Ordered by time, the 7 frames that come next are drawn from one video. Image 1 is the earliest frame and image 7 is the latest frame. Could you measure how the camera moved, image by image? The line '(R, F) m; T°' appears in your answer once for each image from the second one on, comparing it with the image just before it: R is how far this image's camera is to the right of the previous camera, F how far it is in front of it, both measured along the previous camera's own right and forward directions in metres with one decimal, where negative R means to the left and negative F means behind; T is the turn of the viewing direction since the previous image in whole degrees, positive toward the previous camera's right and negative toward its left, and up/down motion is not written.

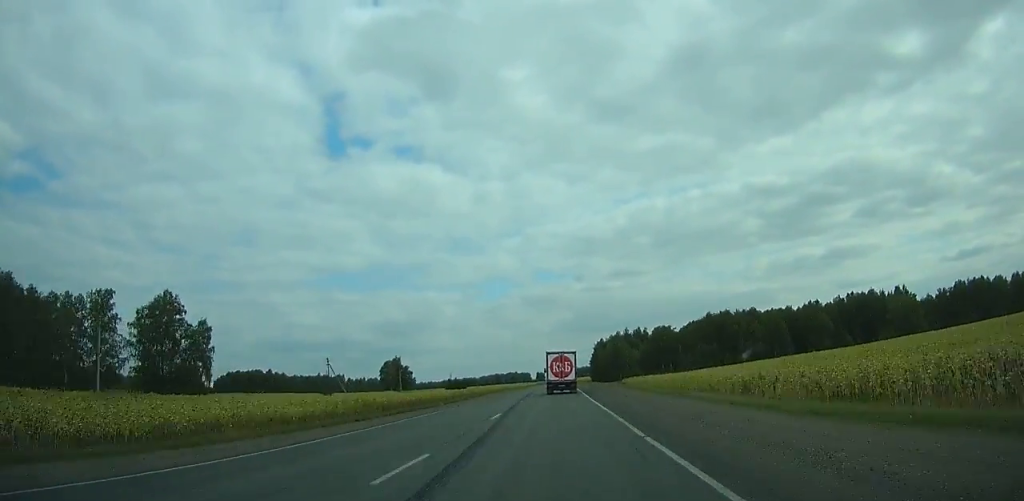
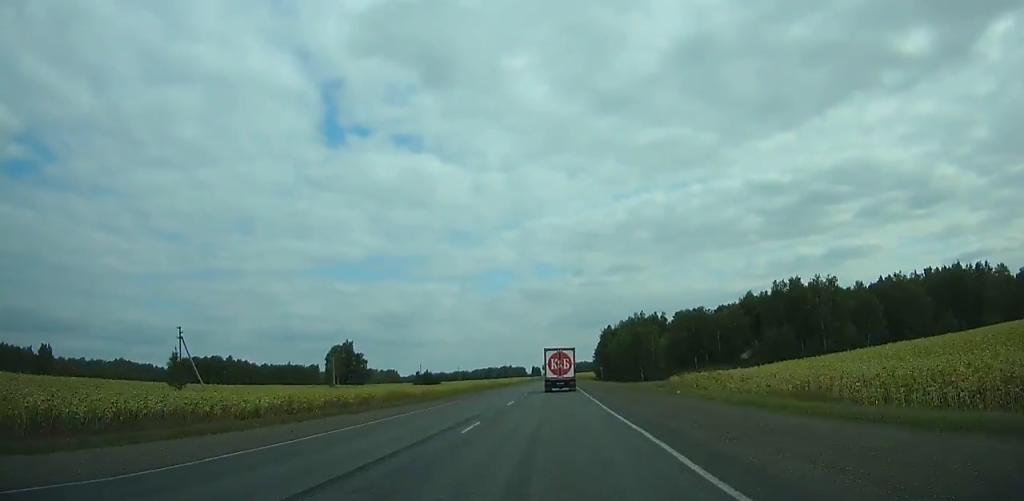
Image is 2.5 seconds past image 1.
(-0.2, +53.6) m; 0°
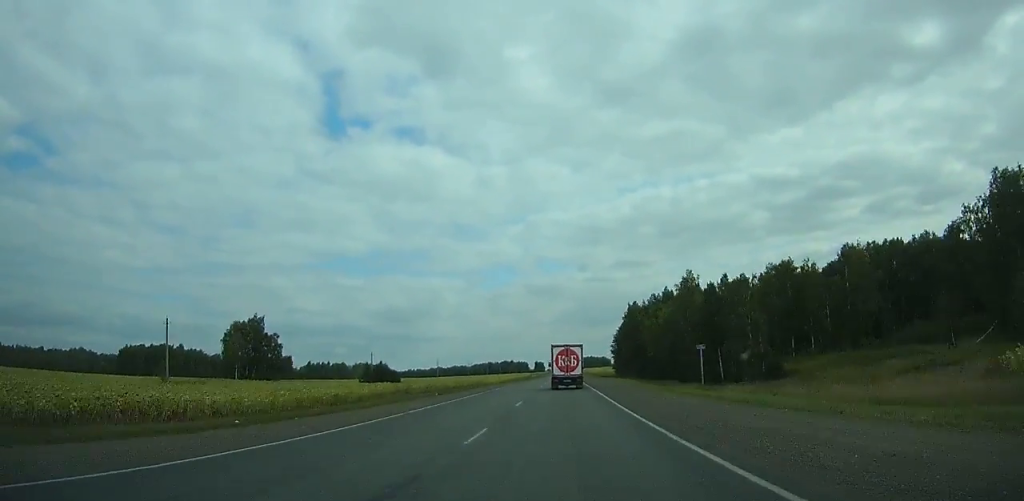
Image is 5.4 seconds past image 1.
(+0.1, +61.9) m; 0°
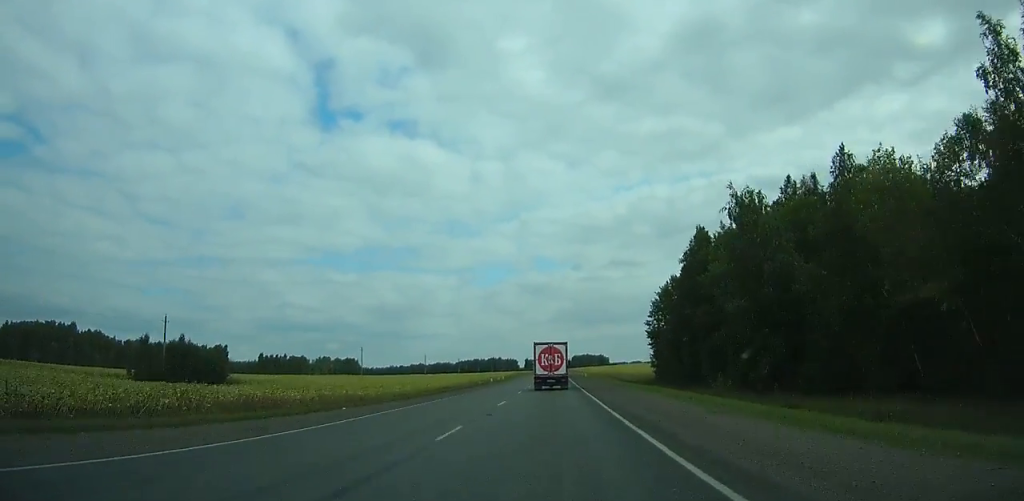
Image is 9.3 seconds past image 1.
(0.0, +83.2) m; 0°
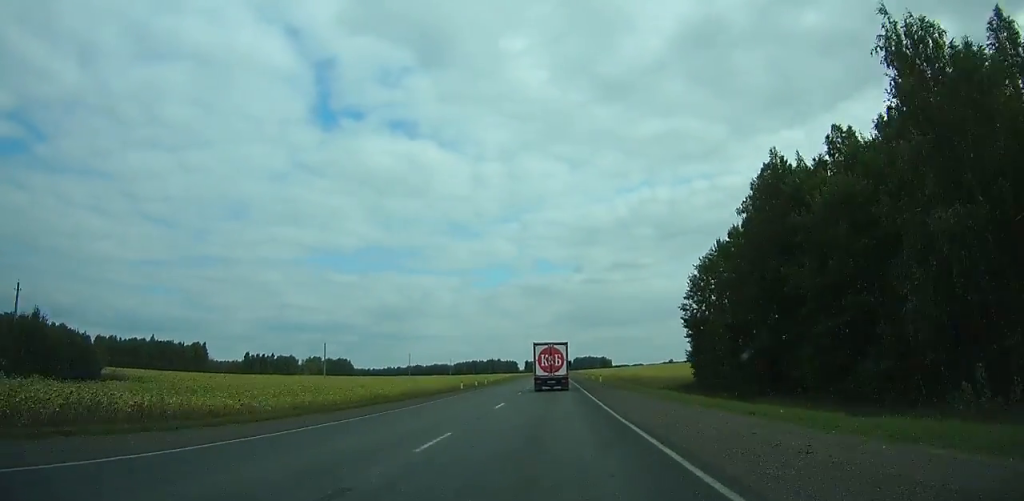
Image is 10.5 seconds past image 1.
(+0.2, +25.7) m; 0°
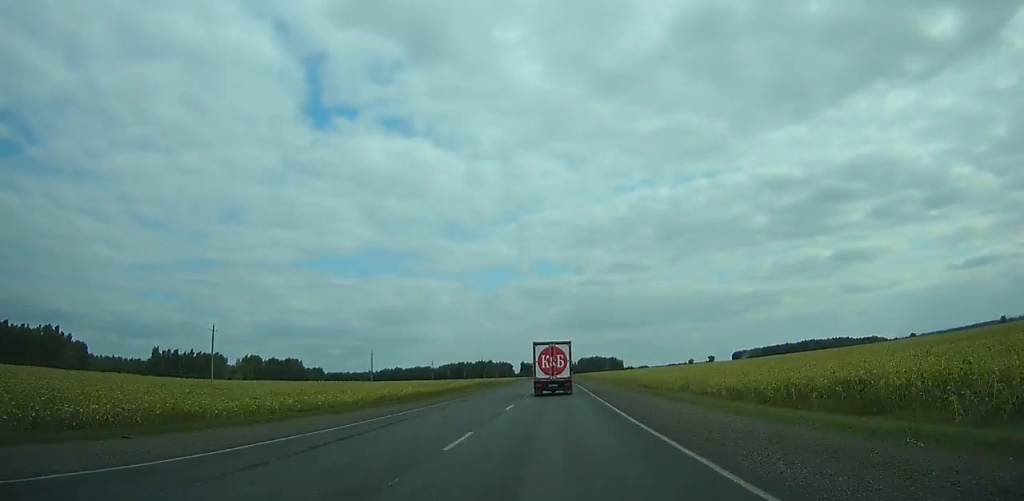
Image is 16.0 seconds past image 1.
(0.0, +118.0) m; 0°
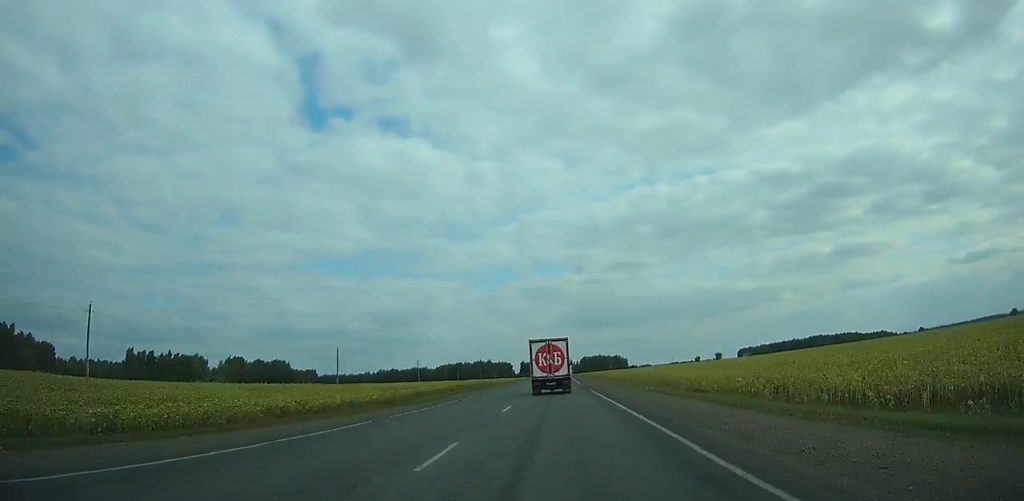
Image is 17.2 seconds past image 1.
(-0.1, +25.8) m; 0°
